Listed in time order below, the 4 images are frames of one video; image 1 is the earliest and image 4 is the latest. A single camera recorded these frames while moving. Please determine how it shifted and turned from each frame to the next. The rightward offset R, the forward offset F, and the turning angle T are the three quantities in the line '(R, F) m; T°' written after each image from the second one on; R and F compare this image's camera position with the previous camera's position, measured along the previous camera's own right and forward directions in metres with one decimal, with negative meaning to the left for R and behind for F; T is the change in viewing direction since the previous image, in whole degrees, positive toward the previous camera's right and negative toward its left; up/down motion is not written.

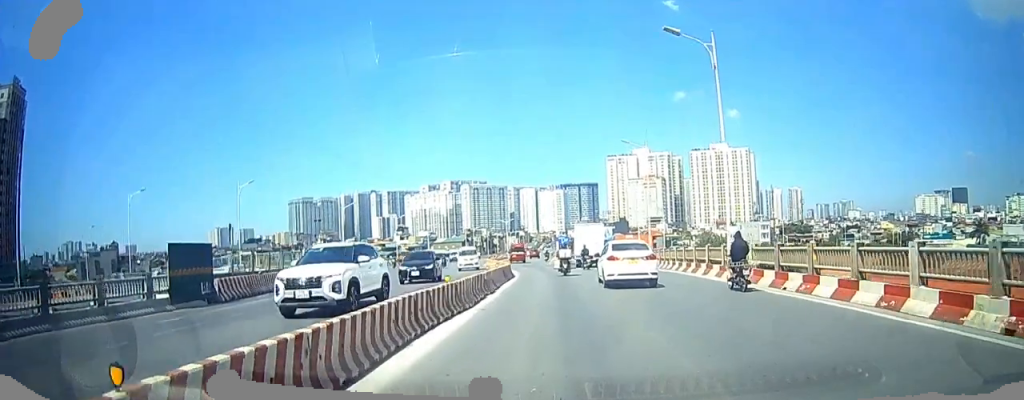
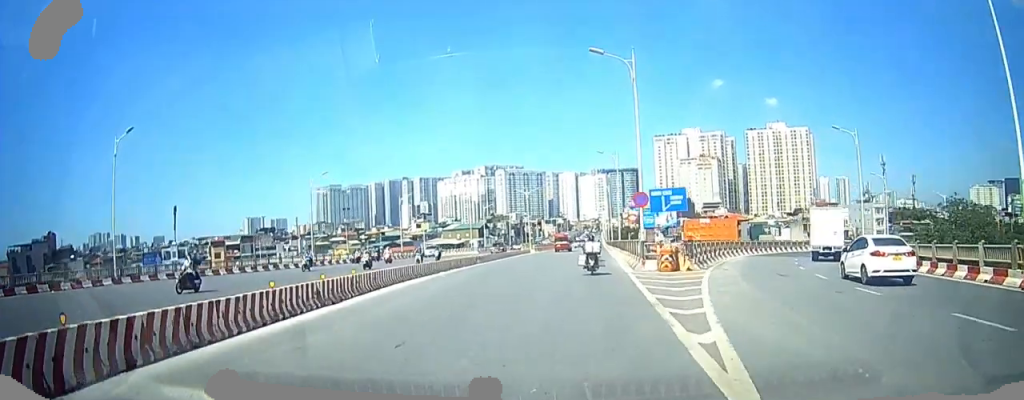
(+0.8, +60.0) m; -8°
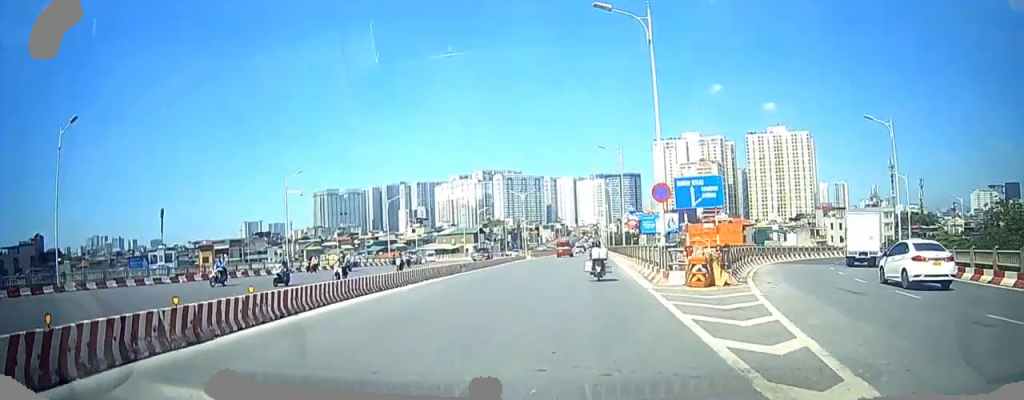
(+0.1, +5.9) m; +2°
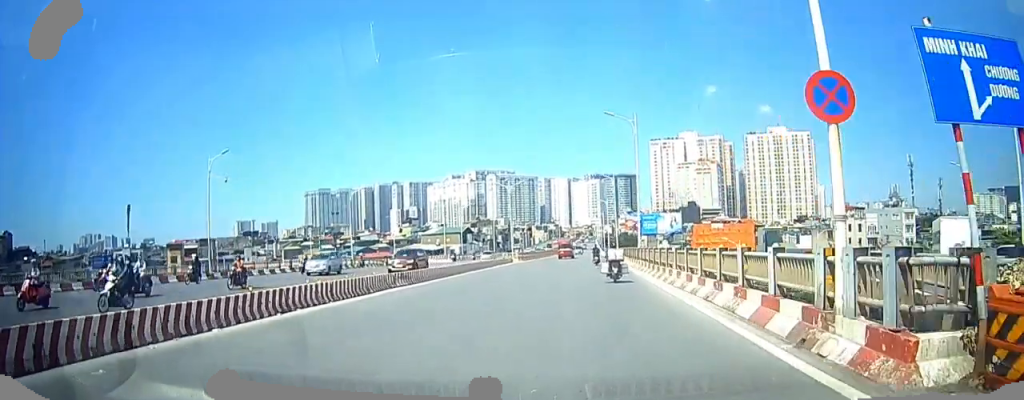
(+0.3, +13.7) m; +1°
